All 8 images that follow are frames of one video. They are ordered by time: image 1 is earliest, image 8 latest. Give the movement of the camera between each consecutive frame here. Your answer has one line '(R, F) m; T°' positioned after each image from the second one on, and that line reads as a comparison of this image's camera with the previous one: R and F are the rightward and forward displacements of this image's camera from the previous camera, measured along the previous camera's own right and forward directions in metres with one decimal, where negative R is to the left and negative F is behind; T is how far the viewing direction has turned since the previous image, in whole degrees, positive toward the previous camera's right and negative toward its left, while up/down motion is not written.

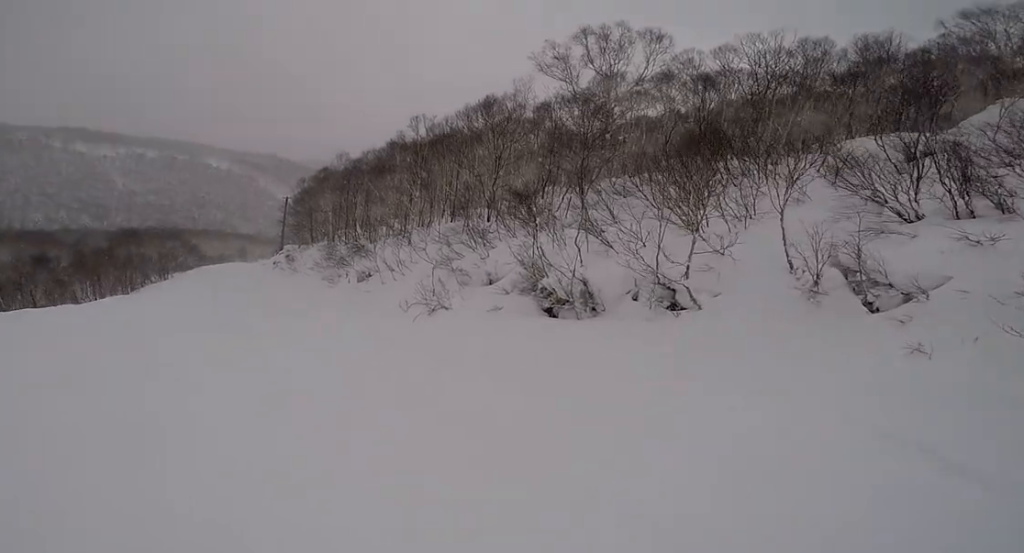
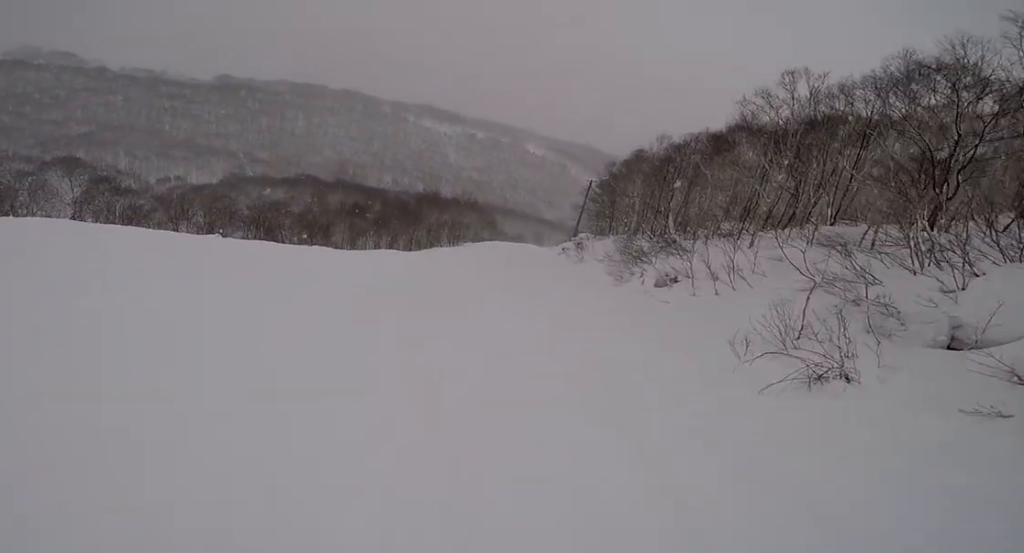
(-1.9, +7.2) m; -23°
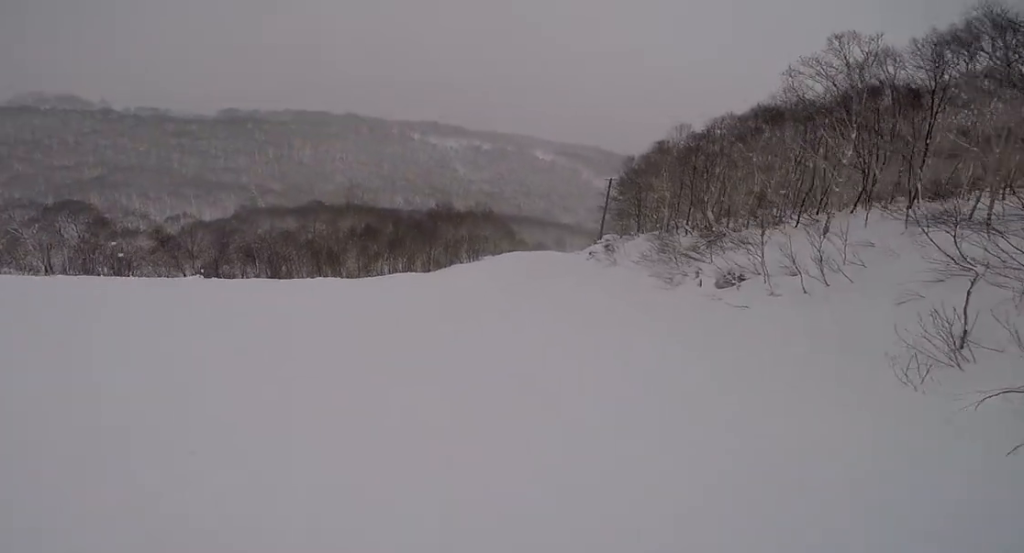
(-0.2, +3.2) m; +6°
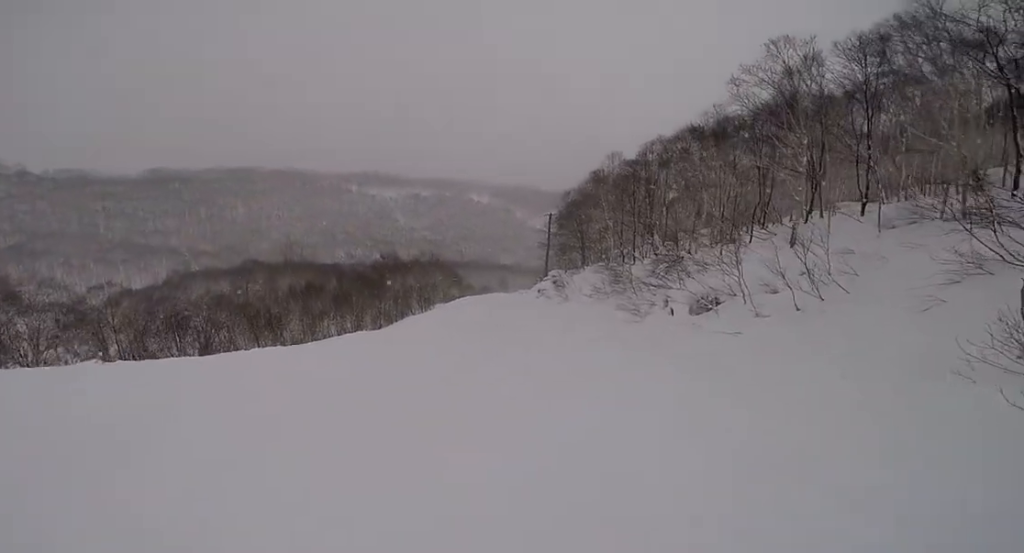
(-0.4, +2.4) m; +4°
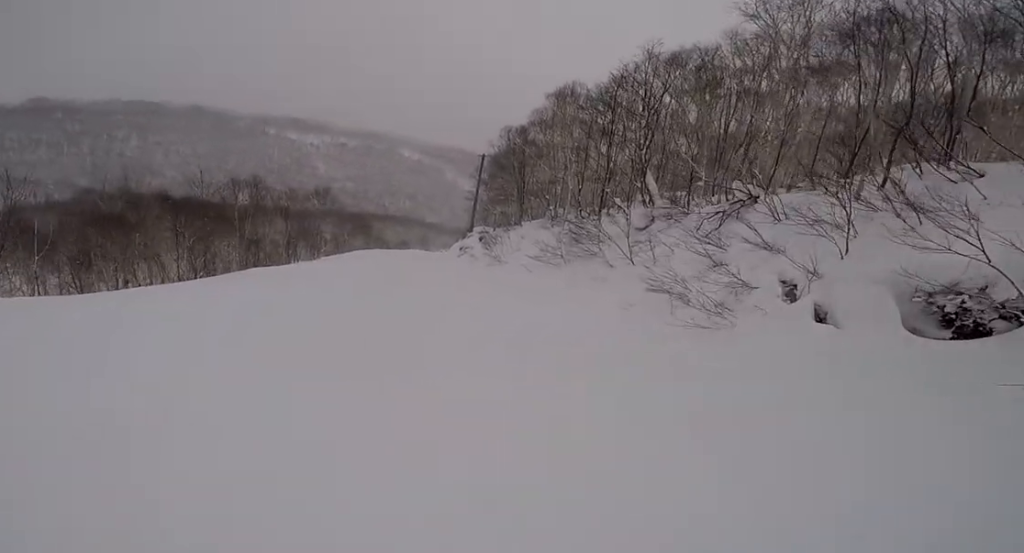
(+3.1, +13.5) m; +4°
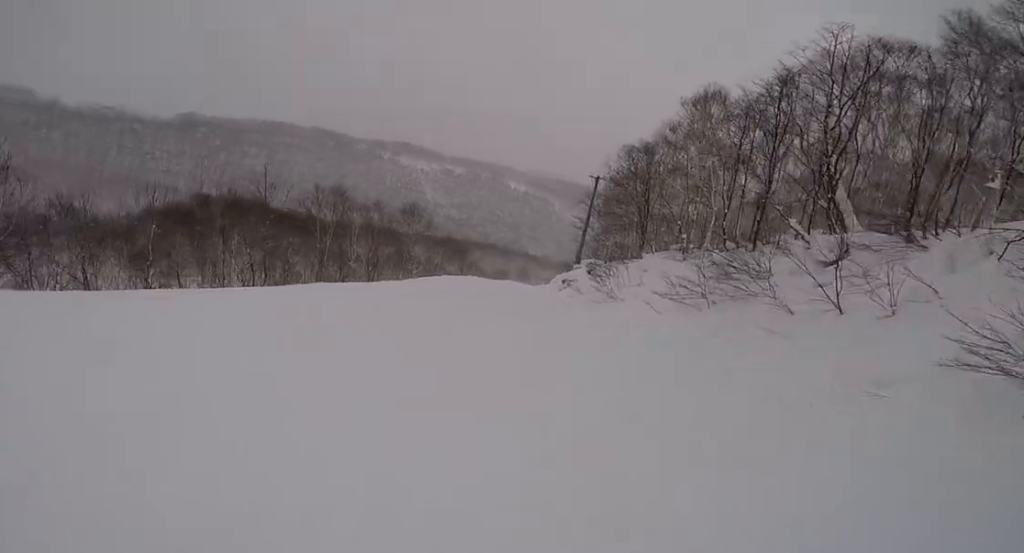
(-0.8, +4.4) m; -2°
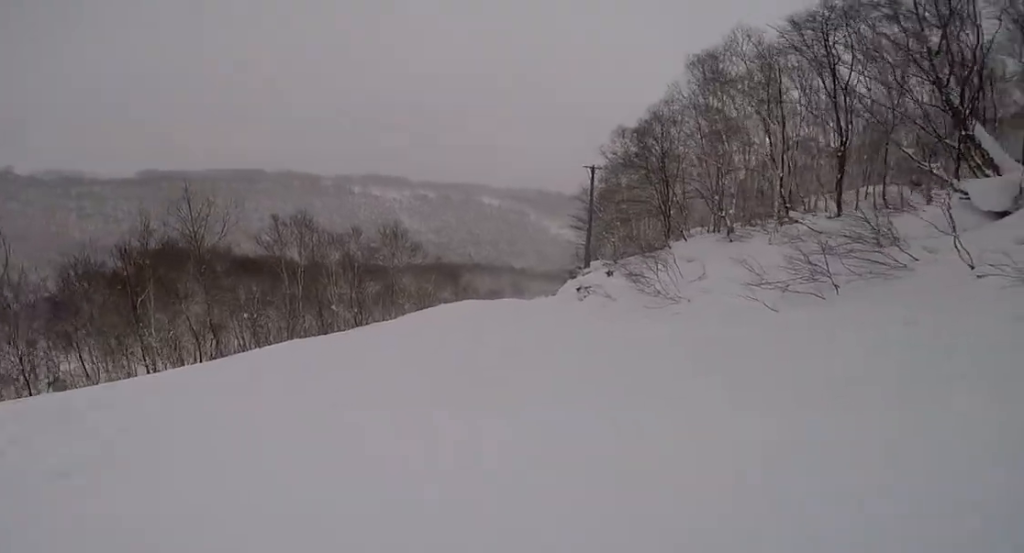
(+0.8, +4.8) m; 0°
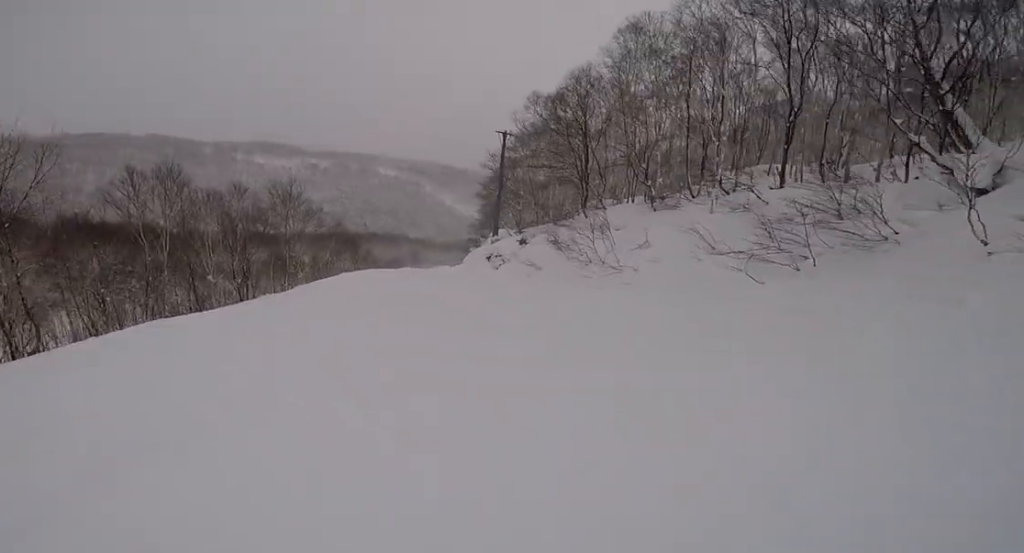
(-0.1, +2.8) m; 0°
